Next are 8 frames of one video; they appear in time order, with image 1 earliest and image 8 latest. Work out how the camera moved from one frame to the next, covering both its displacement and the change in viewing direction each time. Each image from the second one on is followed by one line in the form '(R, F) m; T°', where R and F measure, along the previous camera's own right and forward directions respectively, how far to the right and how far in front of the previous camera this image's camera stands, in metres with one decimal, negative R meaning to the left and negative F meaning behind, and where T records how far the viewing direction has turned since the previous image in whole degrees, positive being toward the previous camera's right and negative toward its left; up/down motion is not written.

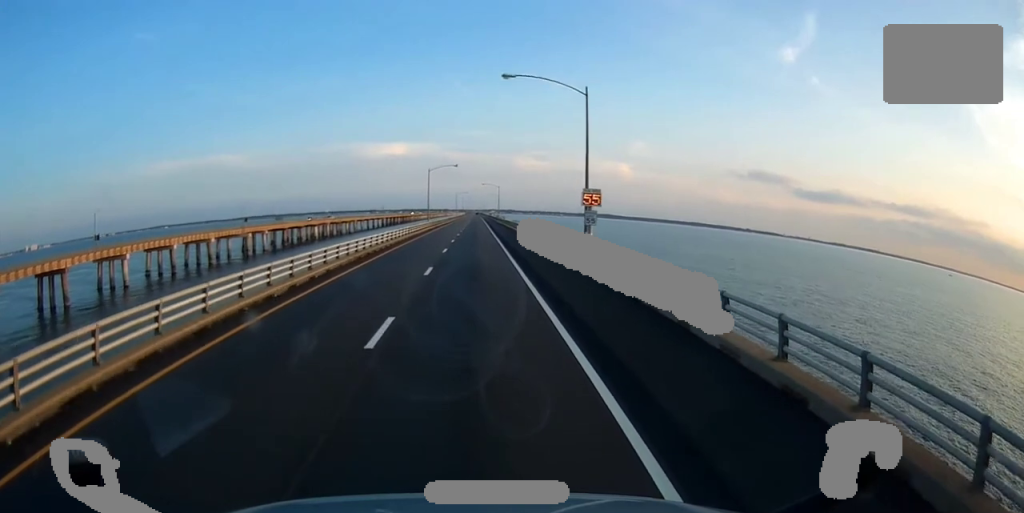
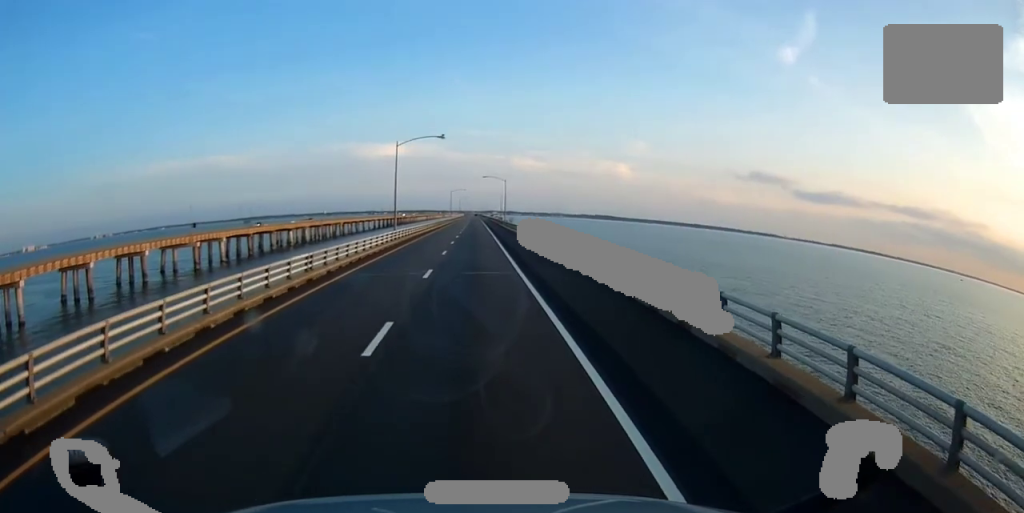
(+0.1, +30.8) m; -1°
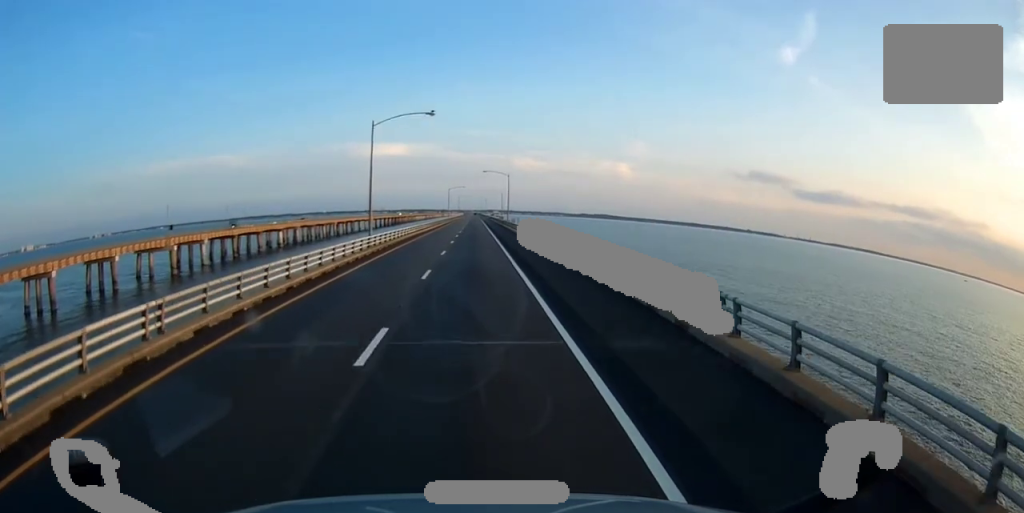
(-0.1, +10.4) m; 0°
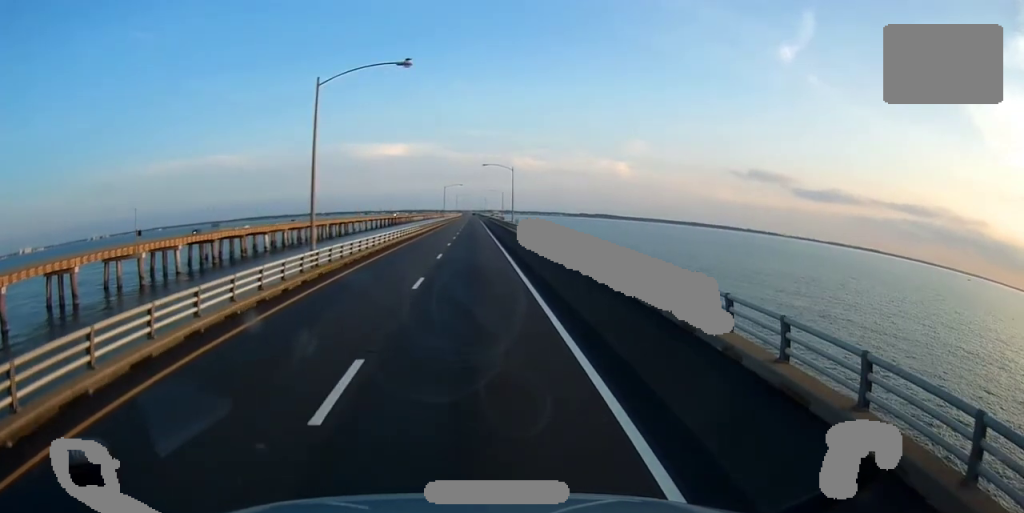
(-0.1, +12.1) m; 0°
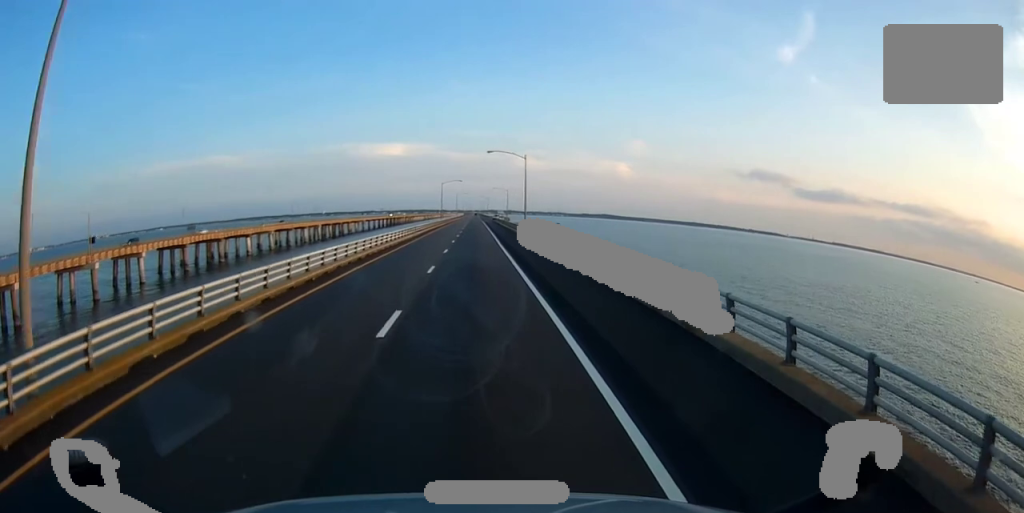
(-0.2, +38.5) m; 0°
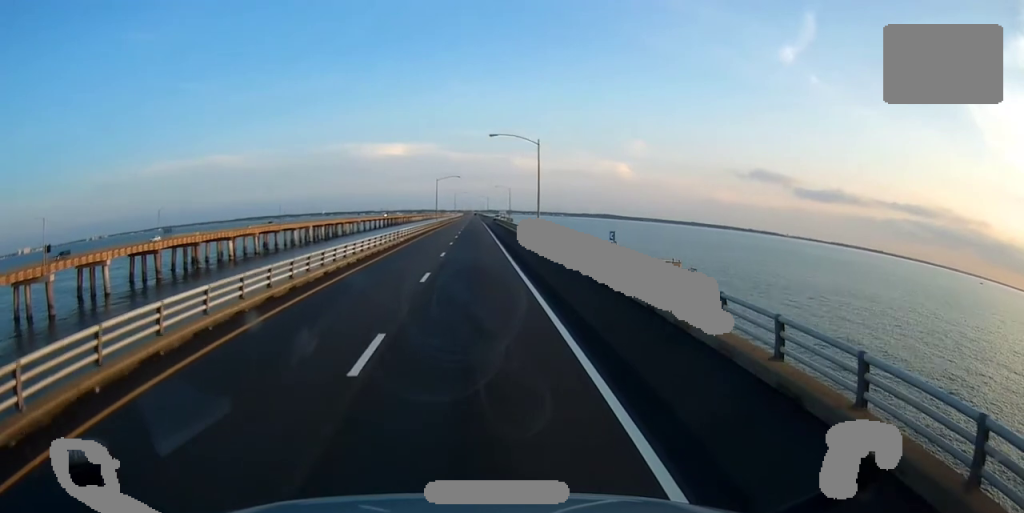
(+0.1, +14.1) m; 0°
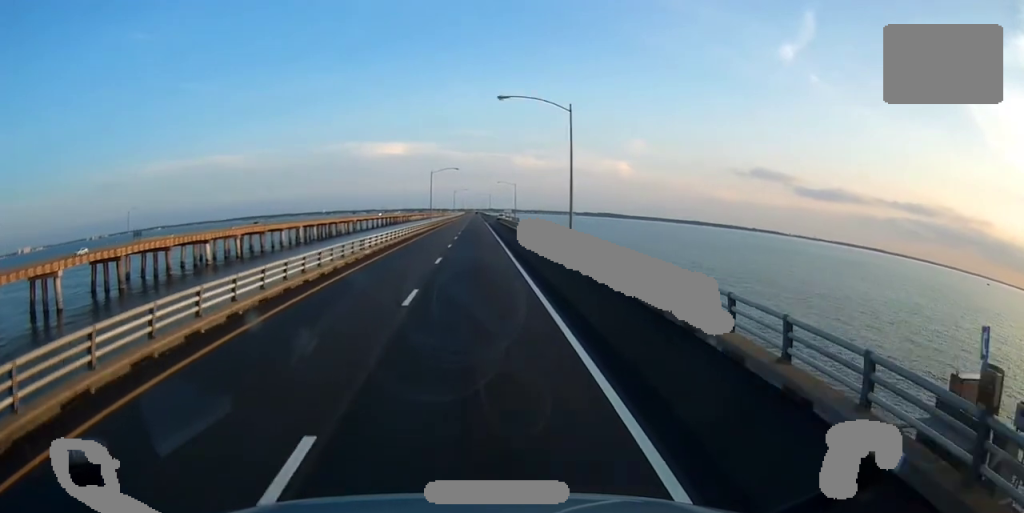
(+0.2, +17.2) m; 0°
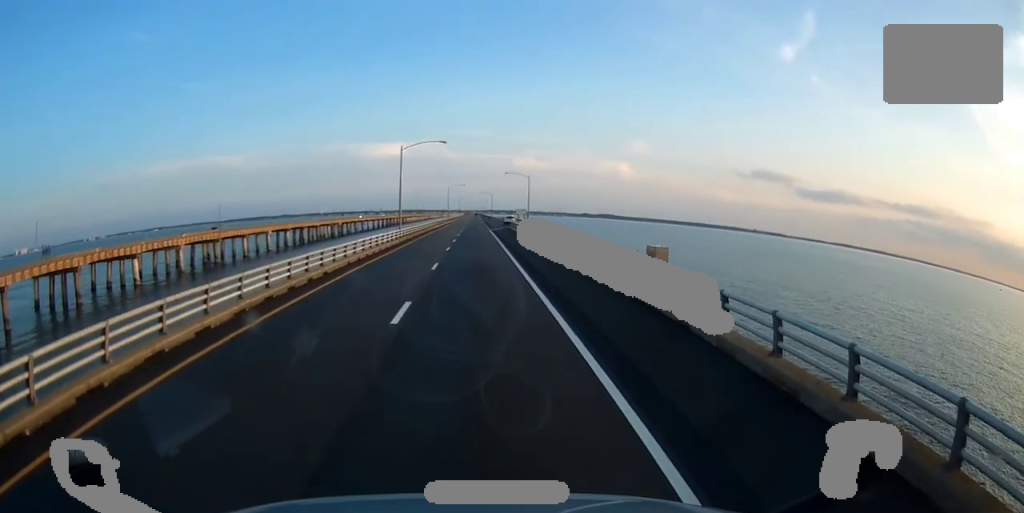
(-0.7, +38.1) m; -1°
